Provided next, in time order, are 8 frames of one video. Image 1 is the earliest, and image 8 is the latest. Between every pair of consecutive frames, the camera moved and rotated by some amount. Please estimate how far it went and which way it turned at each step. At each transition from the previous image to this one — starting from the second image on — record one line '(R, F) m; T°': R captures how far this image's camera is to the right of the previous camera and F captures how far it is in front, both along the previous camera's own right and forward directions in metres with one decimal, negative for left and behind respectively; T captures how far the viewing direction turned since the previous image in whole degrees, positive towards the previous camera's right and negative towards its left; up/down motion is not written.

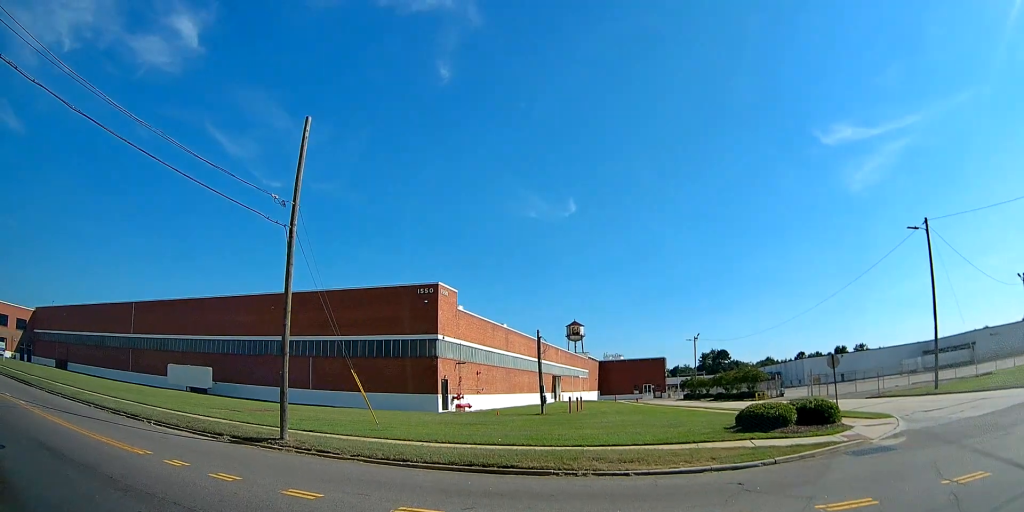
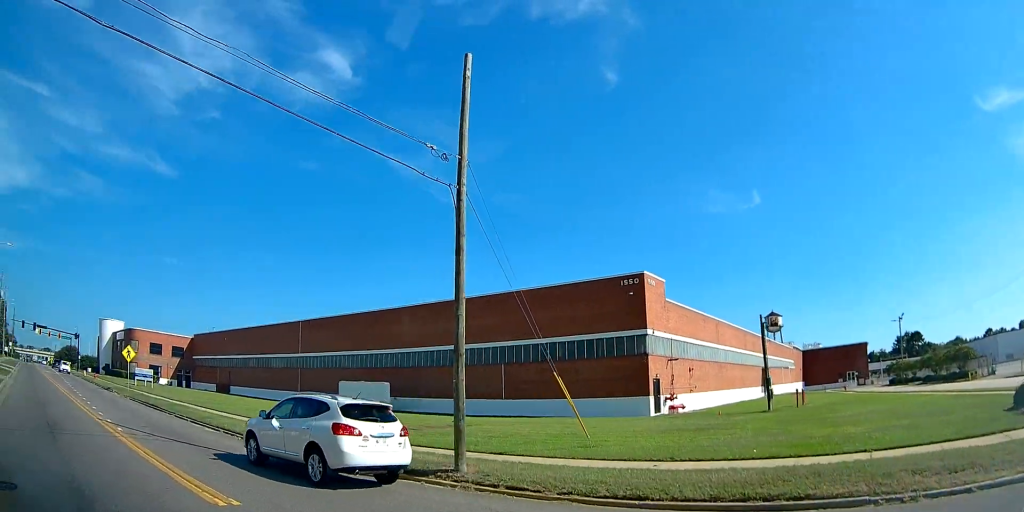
(-1.0, +4.8) m; -19°
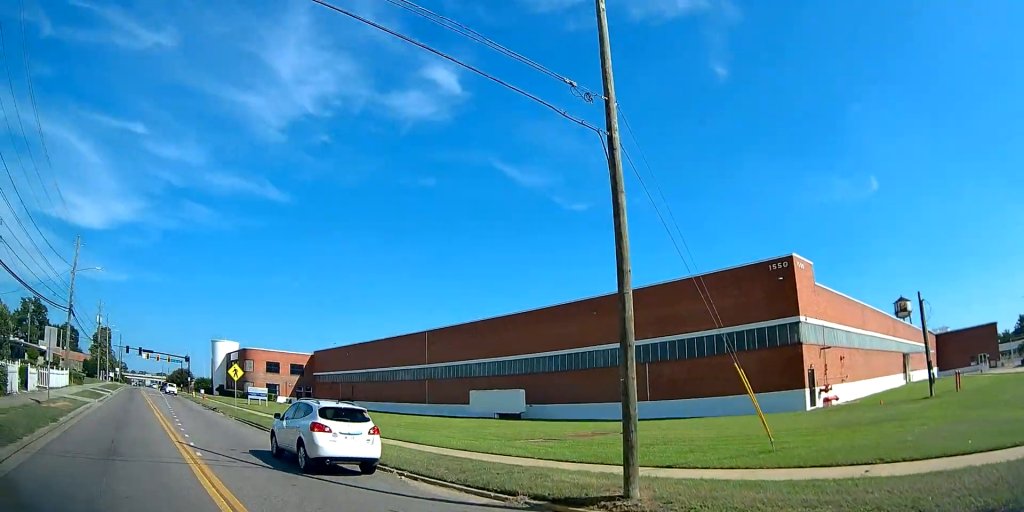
(-0.1, +2.6) m; -9°
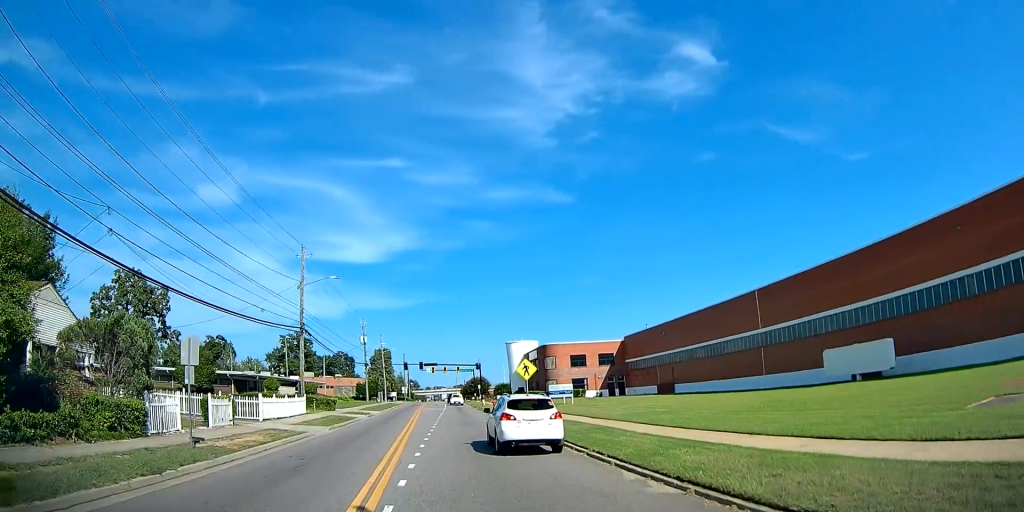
(-1.0, +7.8) m; -15°
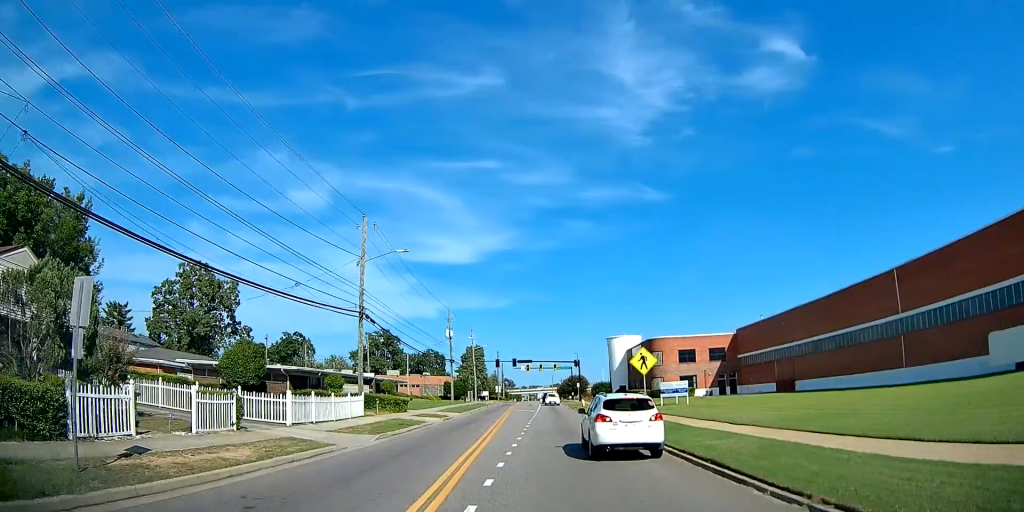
(-0.6, +6.2) m; -14°
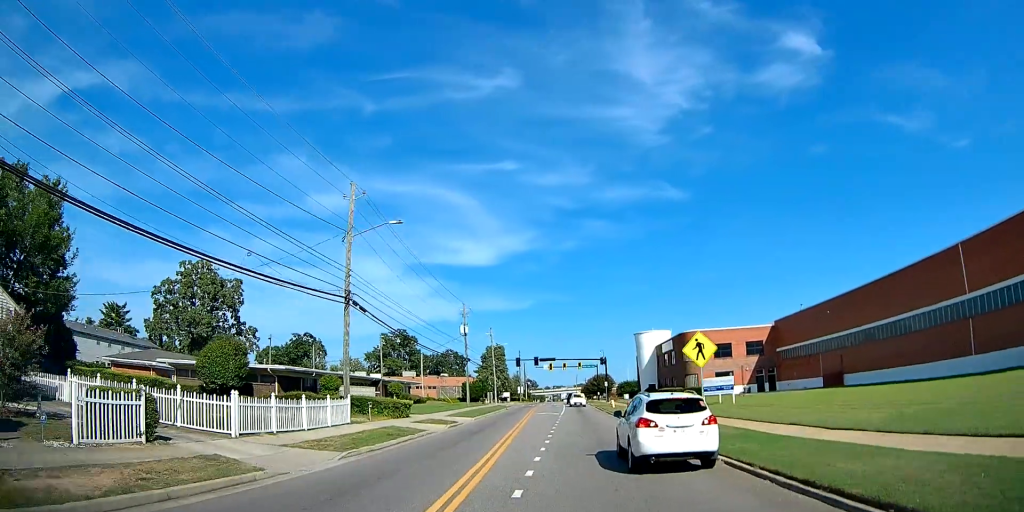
(-0.8, +6.7) m; -6°
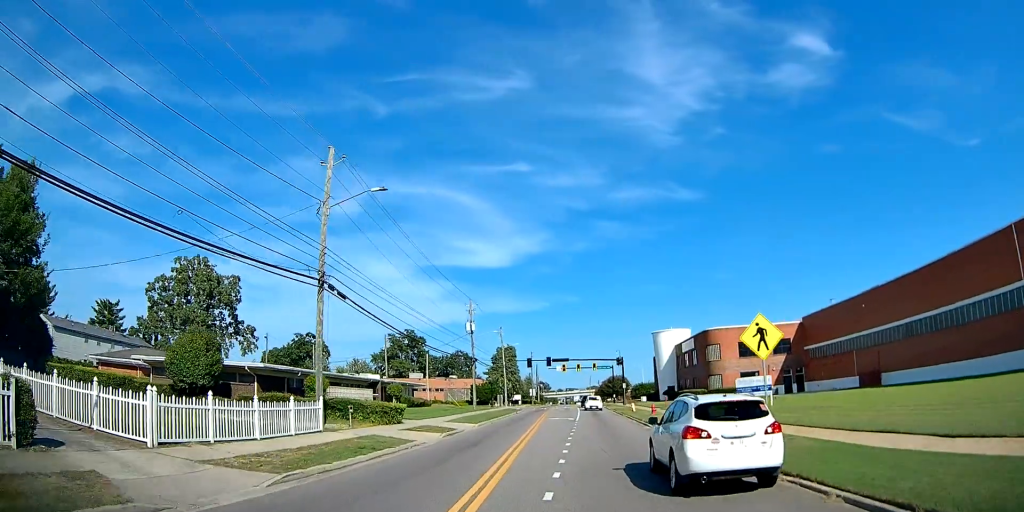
(-0.2, +5.1) m; -1°
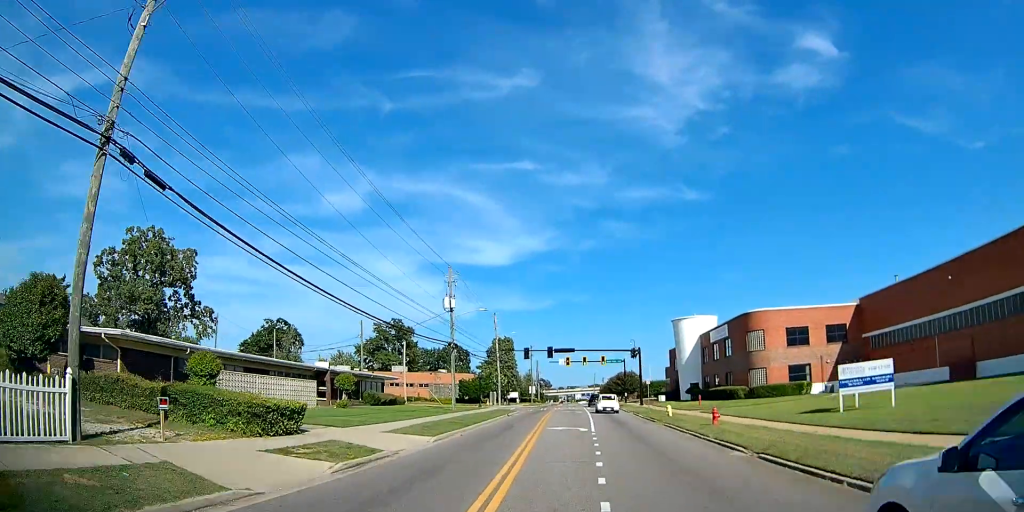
(0.0, +14.2) m; +1°
